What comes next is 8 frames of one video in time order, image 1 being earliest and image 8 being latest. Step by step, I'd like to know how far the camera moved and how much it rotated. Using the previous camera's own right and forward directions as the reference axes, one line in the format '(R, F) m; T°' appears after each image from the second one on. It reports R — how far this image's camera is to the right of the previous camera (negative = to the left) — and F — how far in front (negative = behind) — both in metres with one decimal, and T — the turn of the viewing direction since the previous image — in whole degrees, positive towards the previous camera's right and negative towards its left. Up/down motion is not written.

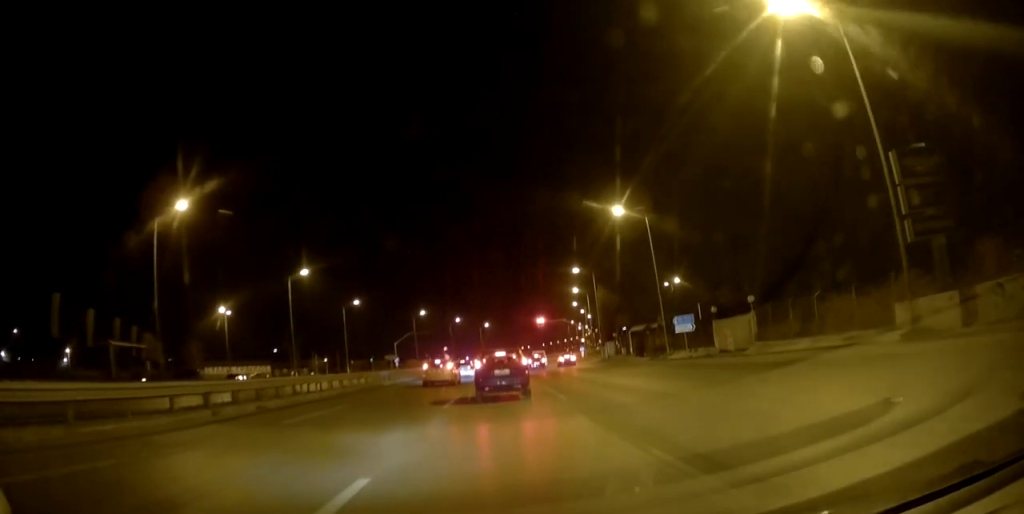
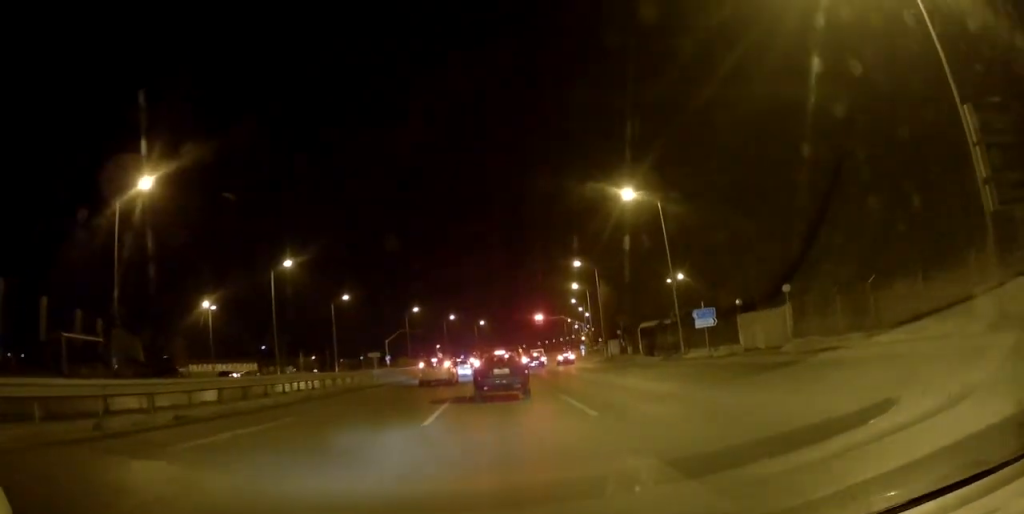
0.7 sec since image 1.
(-0.1, +4.2) m; 0°
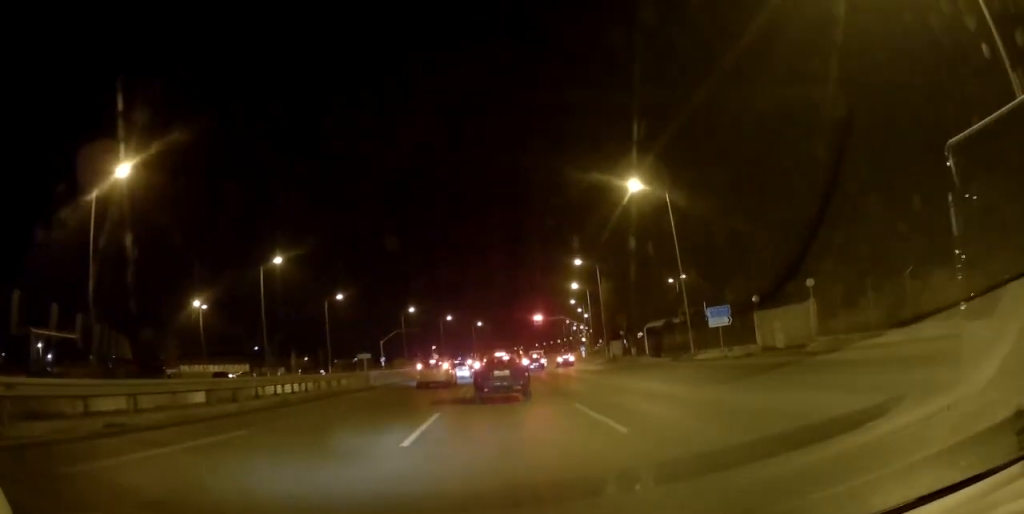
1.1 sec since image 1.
(-0.1, +2.5) m; +1°
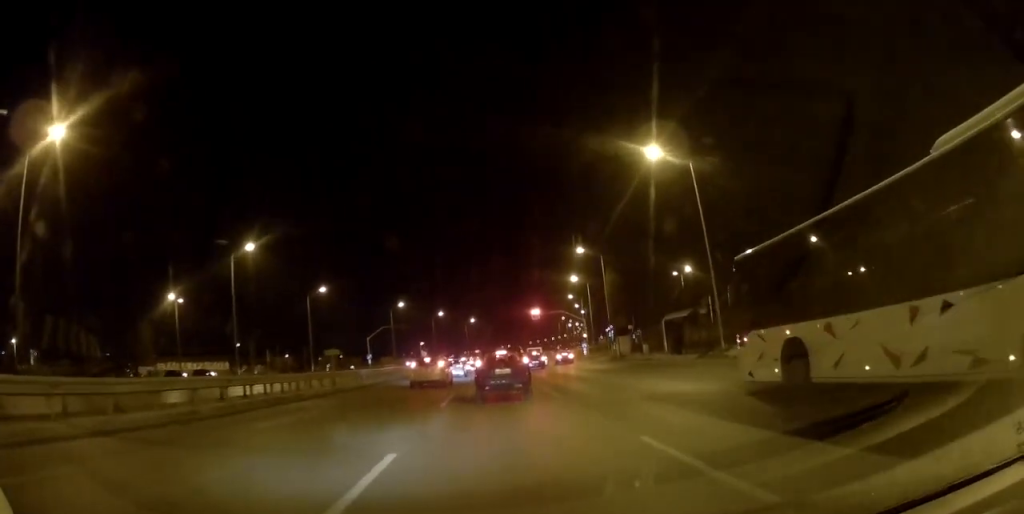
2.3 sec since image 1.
(+0.4, +6.2) m; +3°
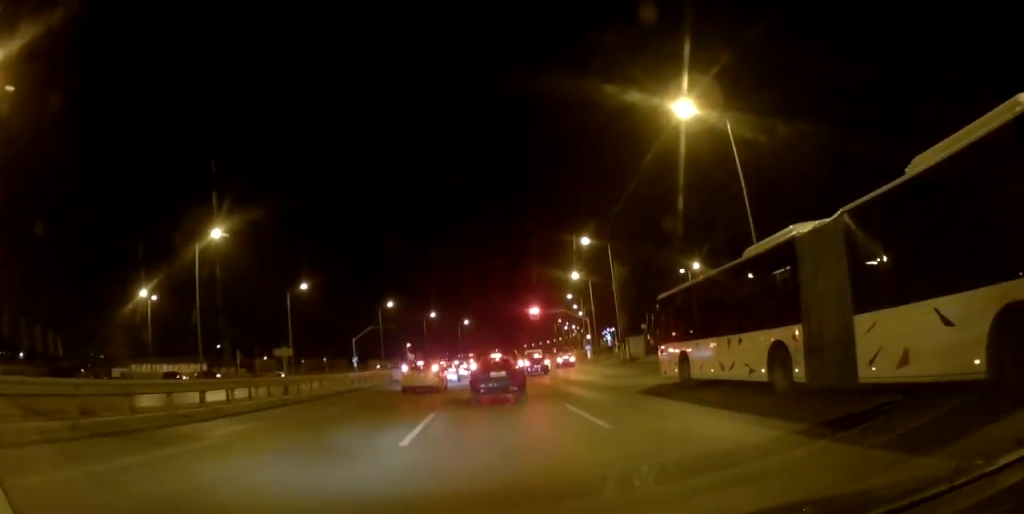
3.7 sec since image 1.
(-0.4, +7.0) m; -6°
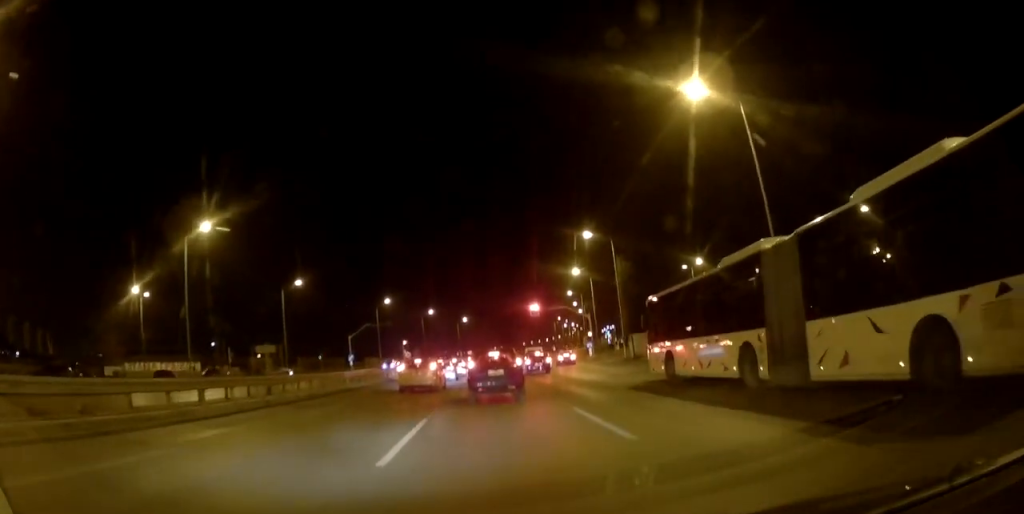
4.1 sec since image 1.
(-0.2, +2.0) m; -1°
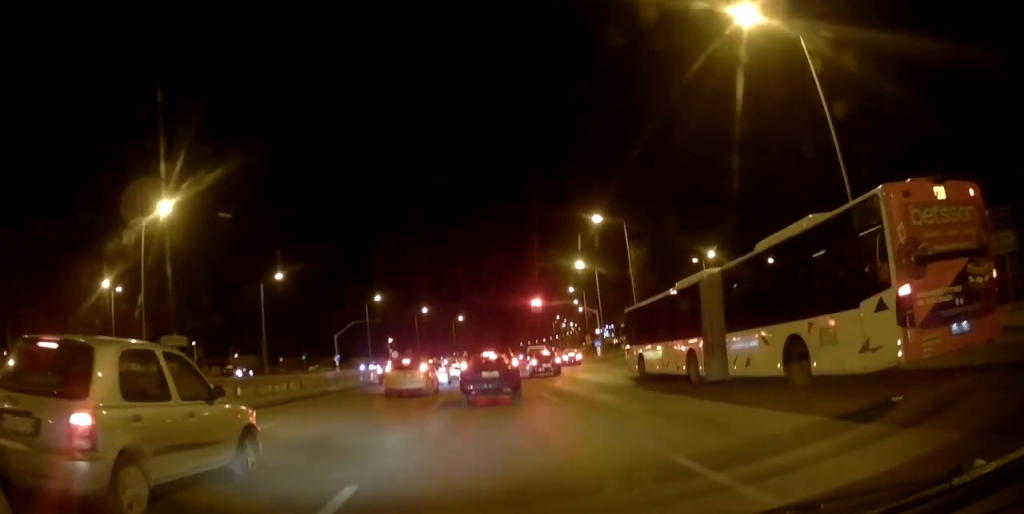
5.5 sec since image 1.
(+0.4, +6.6) m; +2°
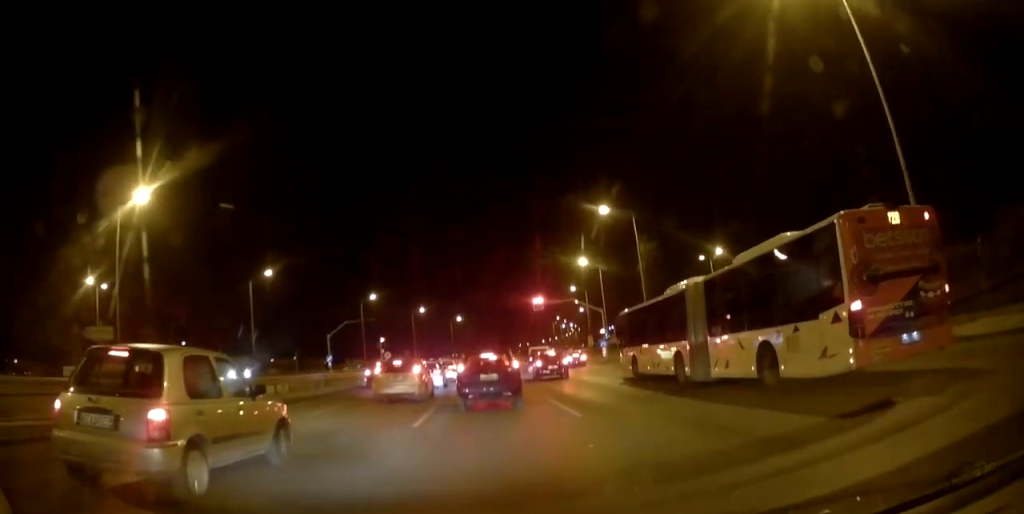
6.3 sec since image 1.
(-0.1, +3.2) m; 0°
